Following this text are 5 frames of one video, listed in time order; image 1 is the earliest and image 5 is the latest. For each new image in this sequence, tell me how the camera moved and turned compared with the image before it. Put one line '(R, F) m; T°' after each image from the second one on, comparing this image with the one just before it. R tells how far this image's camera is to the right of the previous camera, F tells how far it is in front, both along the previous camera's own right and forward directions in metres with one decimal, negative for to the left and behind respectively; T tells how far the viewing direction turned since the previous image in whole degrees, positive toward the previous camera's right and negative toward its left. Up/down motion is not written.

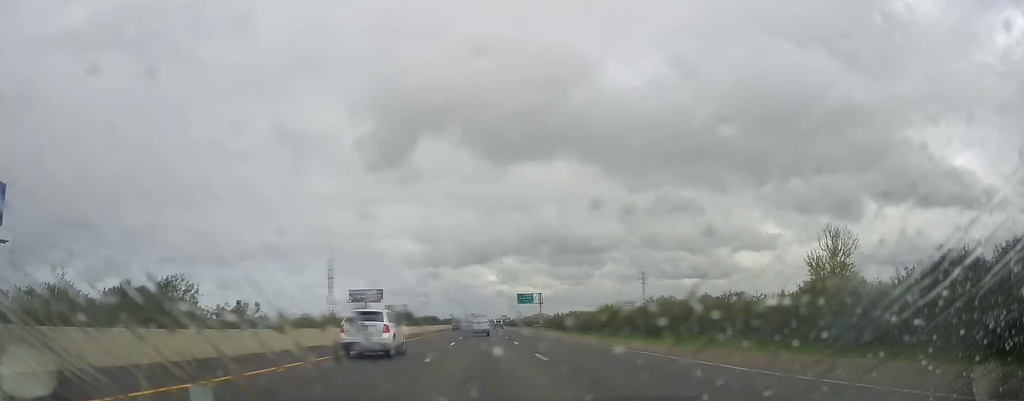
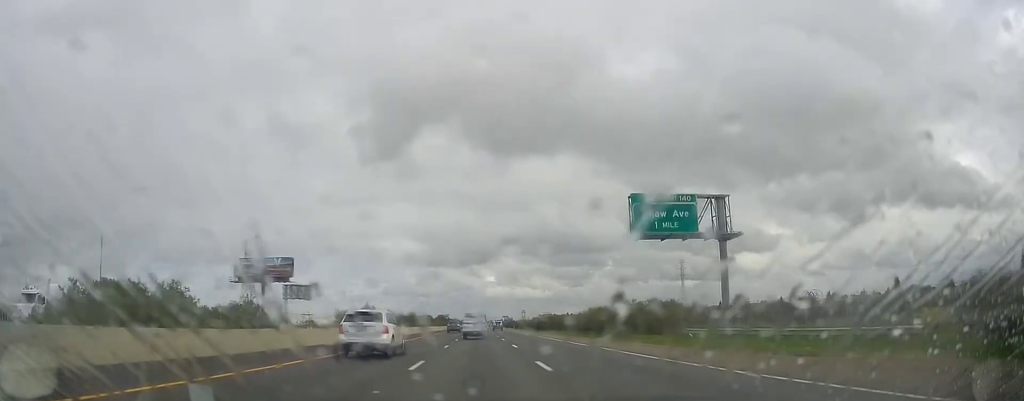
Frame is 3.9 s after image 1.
(+3.2, +120.5) m; +1°
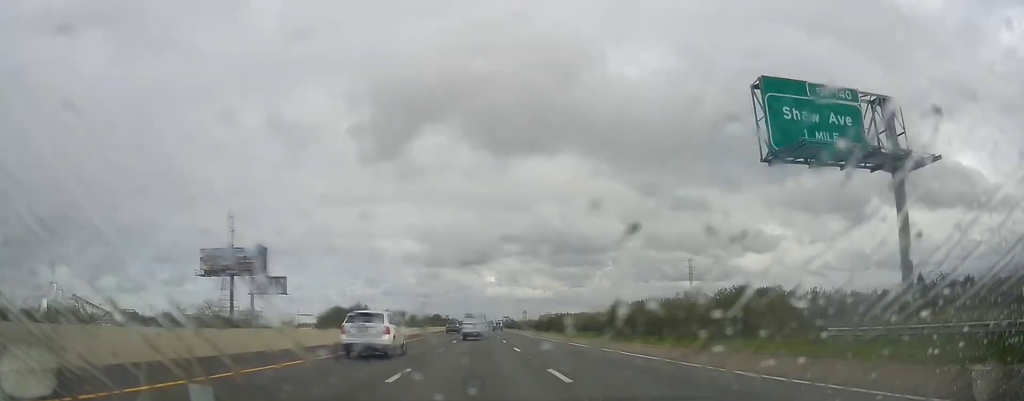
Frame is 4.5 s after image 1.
(-0.1, +18.7) m; -1°
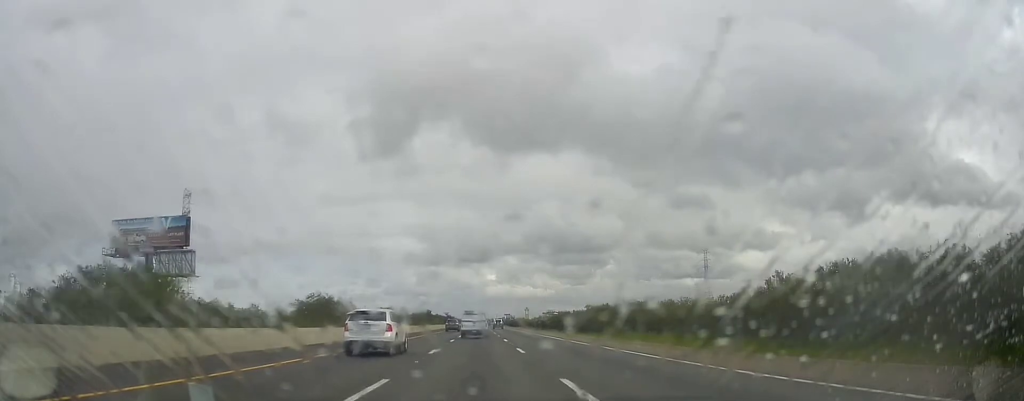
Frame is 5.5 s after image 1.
(-0.2, +33.3) m; 0°
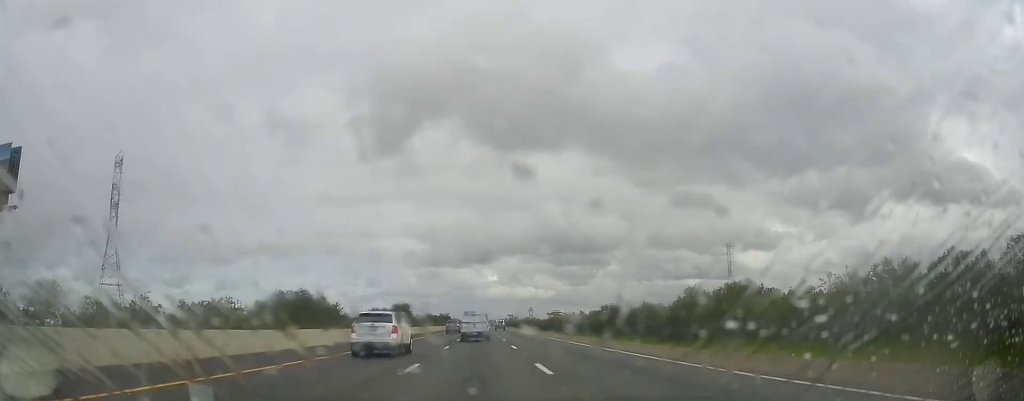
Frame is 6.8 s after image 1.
(+0.3, +39.3) m; +1°
